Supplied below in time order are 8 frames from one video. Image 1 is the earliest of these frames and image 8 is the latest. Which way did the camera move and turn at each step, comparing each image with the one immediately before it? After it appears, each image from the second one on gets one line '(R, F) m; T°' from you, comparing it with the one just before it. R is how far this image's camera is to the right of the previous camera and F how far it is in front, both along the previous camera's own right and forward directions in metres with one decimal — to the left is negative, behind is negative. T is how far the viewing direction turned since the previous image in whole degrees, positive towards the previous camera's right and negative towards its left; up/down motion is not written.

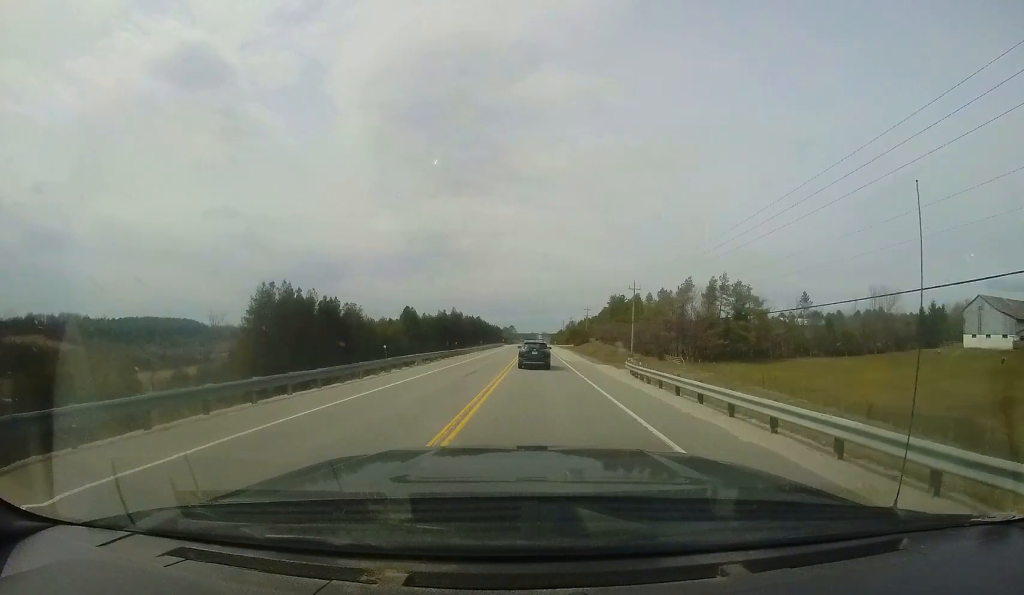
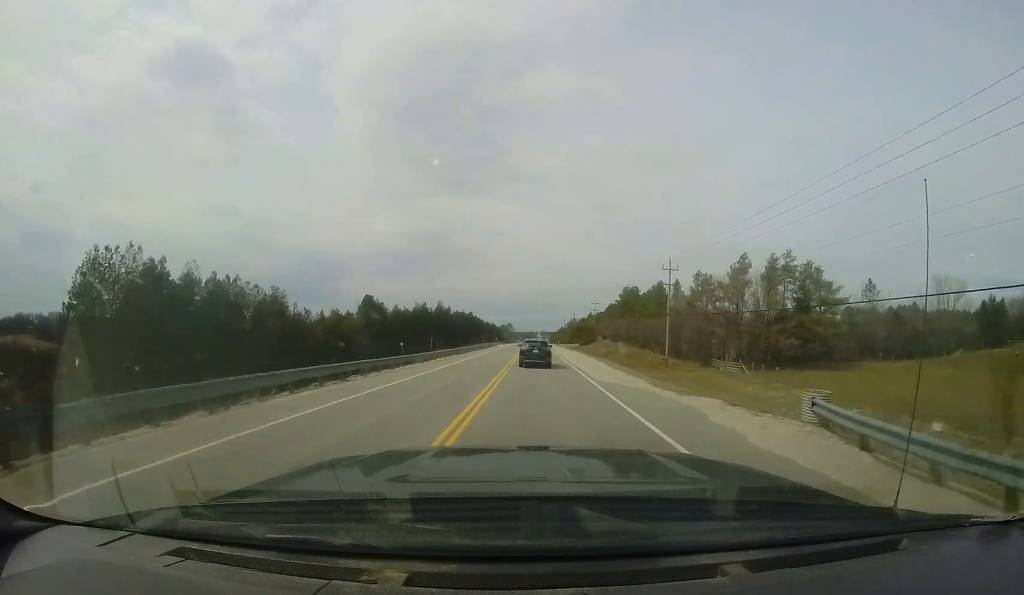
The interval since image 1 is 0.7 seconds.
(+0.2, +16.6) m; +1°
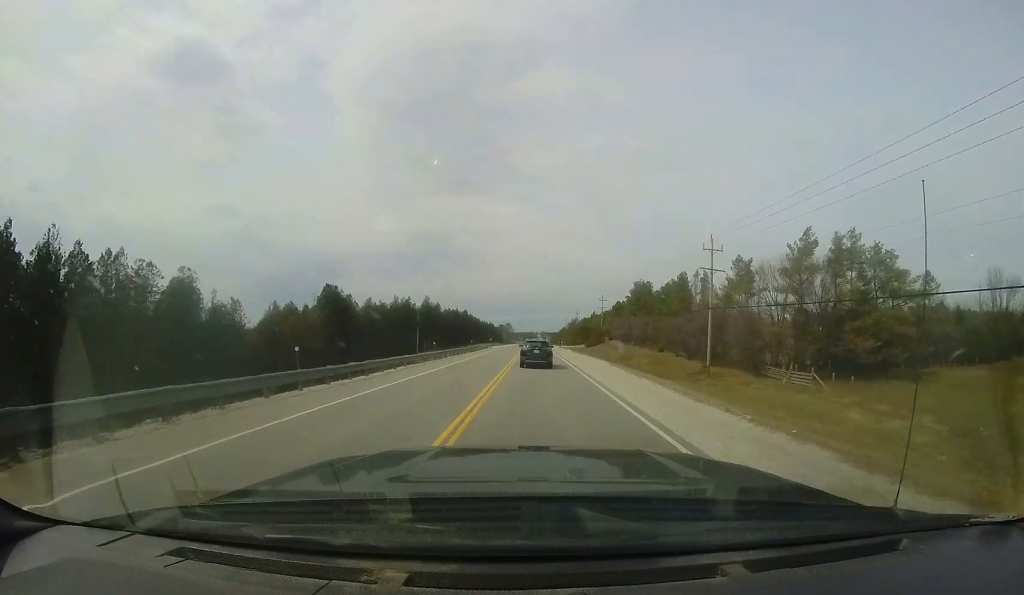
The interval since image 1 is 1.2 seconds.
(+0.1, +11.1) m; +1°
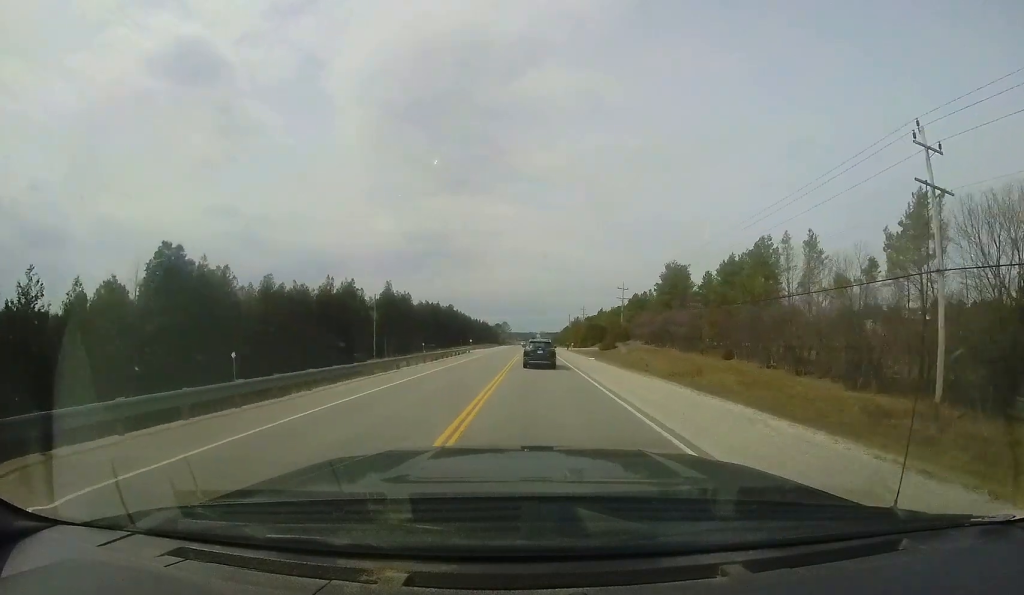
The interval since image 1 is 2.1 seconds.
(+0.2, +22.3) m; 0°
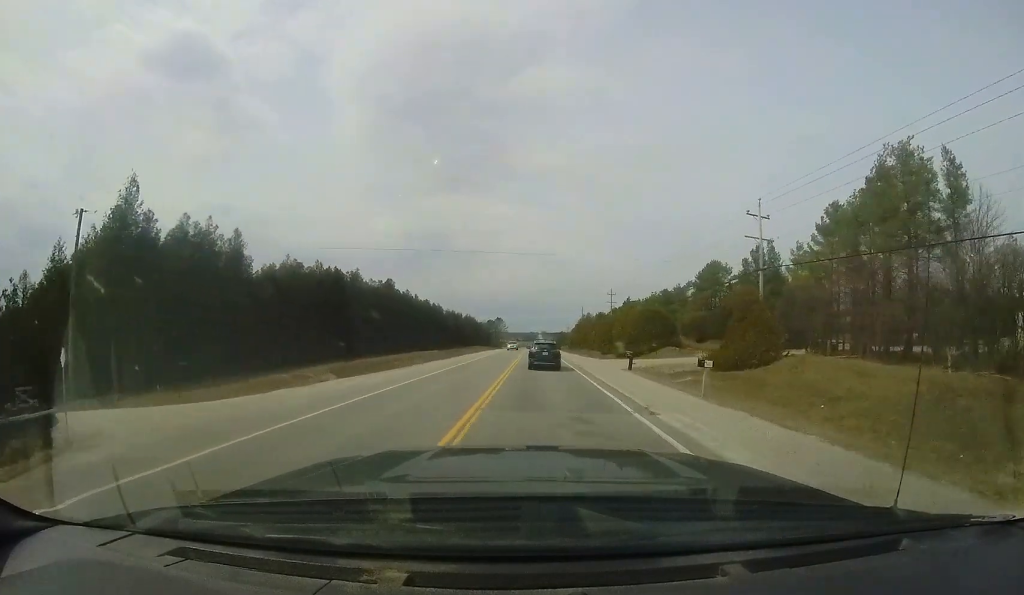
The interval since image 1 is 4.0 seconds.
(-0.4, +45.6) m; -1°
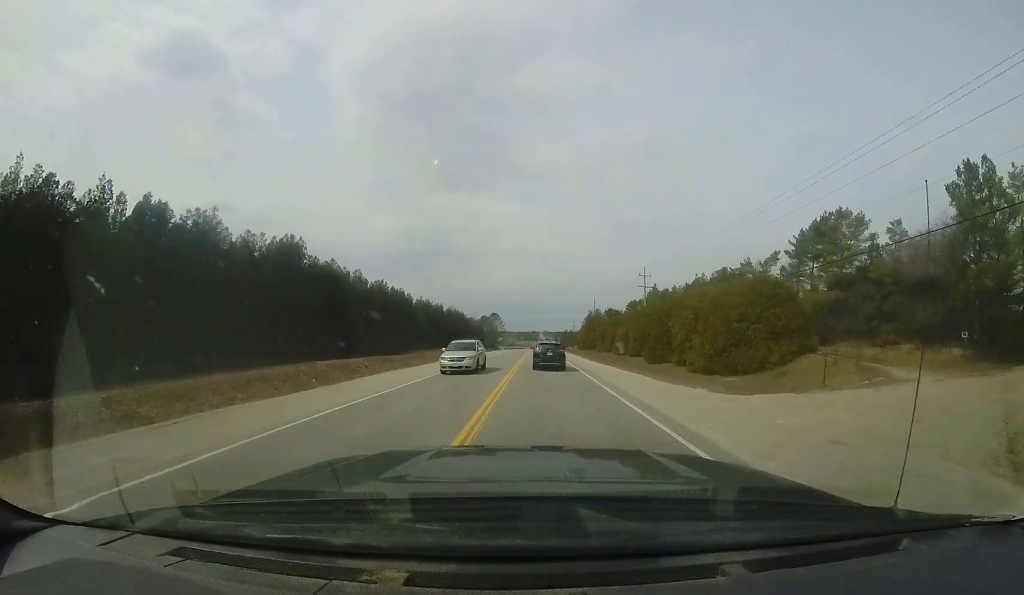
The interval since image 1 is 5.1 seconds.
(-0.2, +25.6) m; 0°
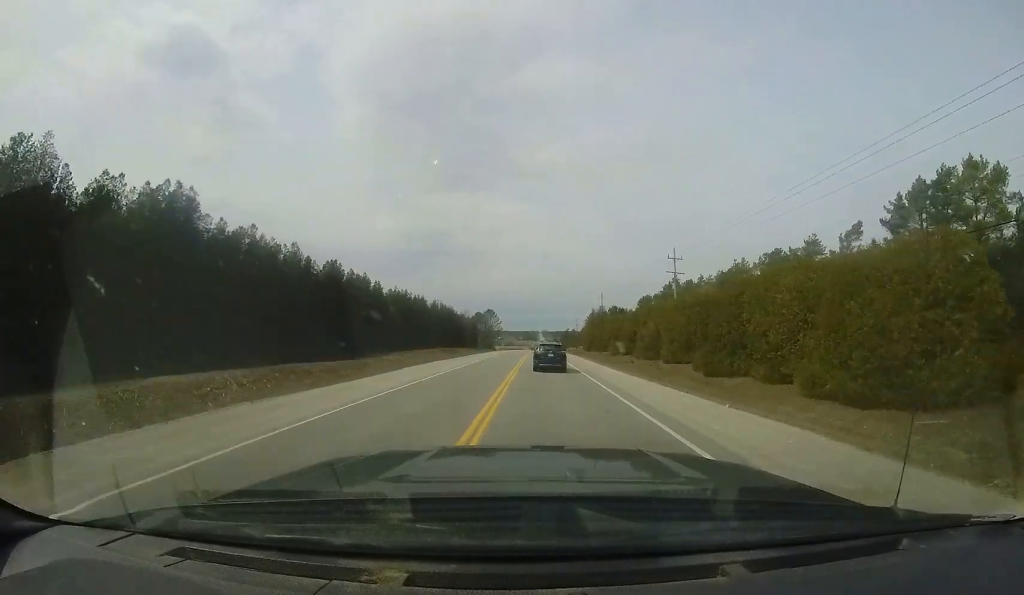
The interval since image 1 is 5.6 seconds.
(+0.2, +13.7) m; 0°
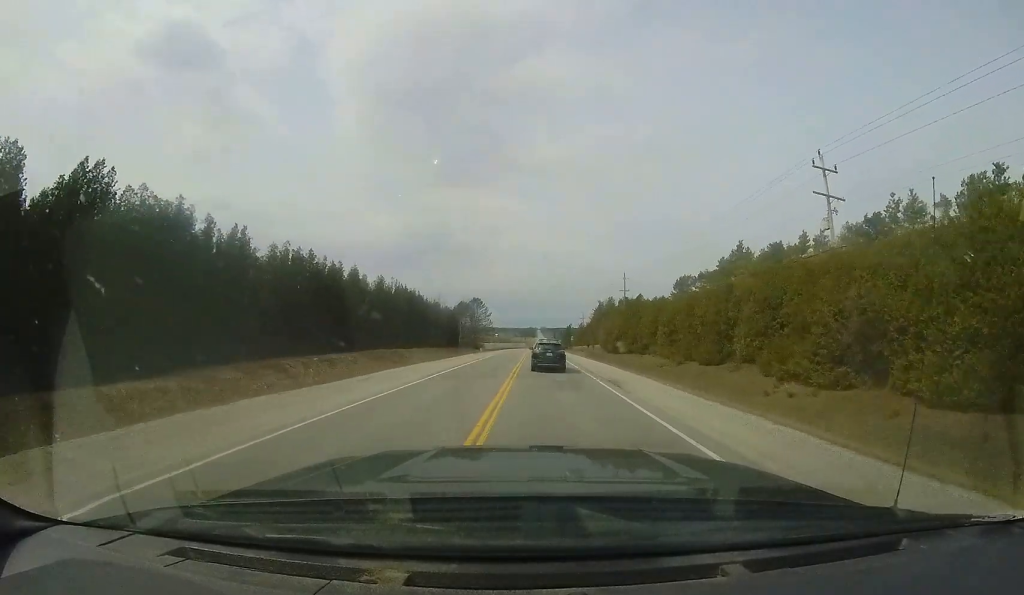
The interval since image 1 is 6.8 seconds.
(-0.4, +27.4) m; -1°
